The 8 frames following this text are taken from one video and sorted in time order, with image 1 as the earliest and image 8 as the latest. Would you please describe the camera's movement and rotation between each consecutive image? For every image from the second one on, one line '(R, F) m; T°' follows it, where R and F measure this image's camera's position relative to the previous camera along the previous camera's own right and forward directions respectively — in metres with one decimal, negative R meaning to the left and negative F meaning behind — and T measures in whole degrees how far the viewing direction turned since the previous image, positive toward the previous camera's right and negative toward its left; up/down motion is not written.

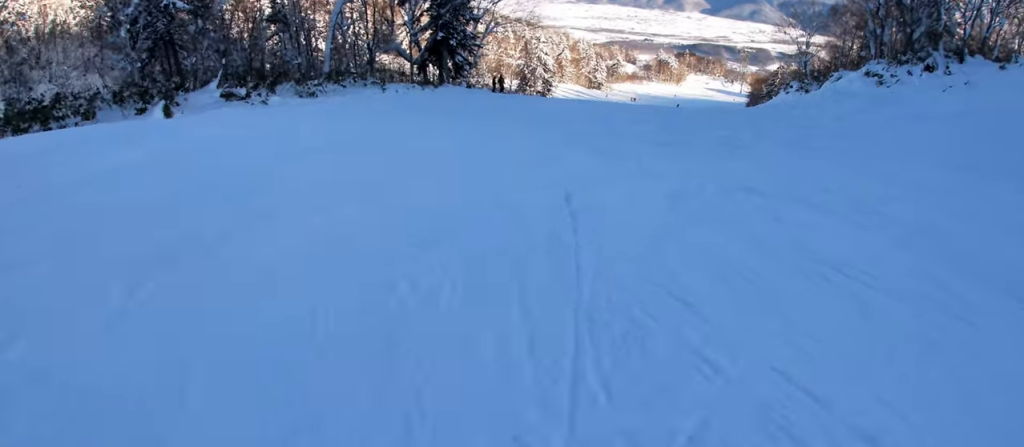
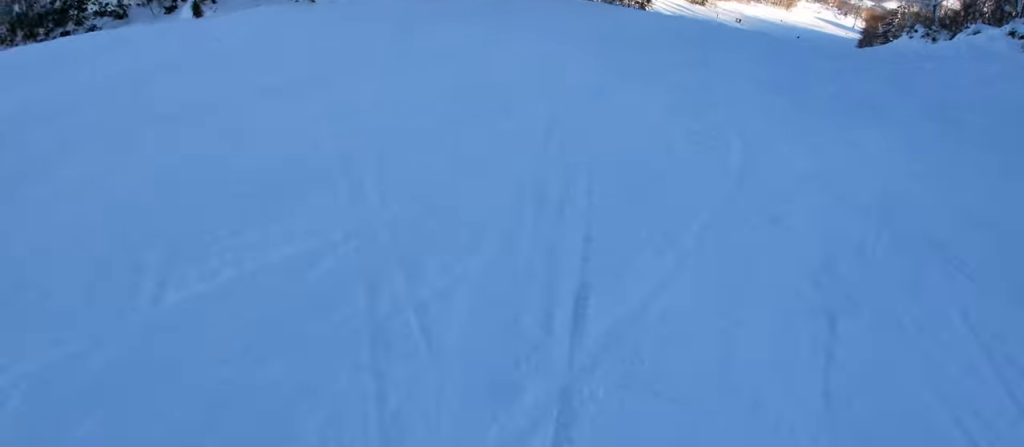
(-0.1, +3.8) m; +6°
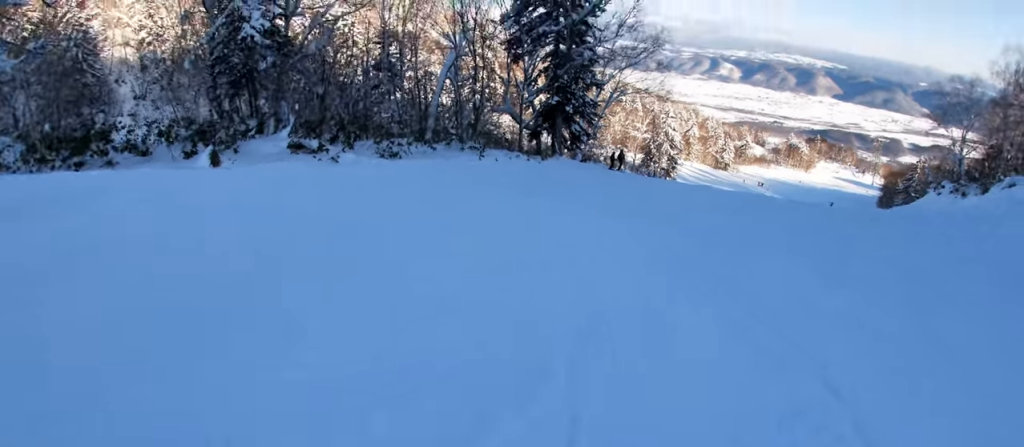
(-0.3, +2.8) m; +6°
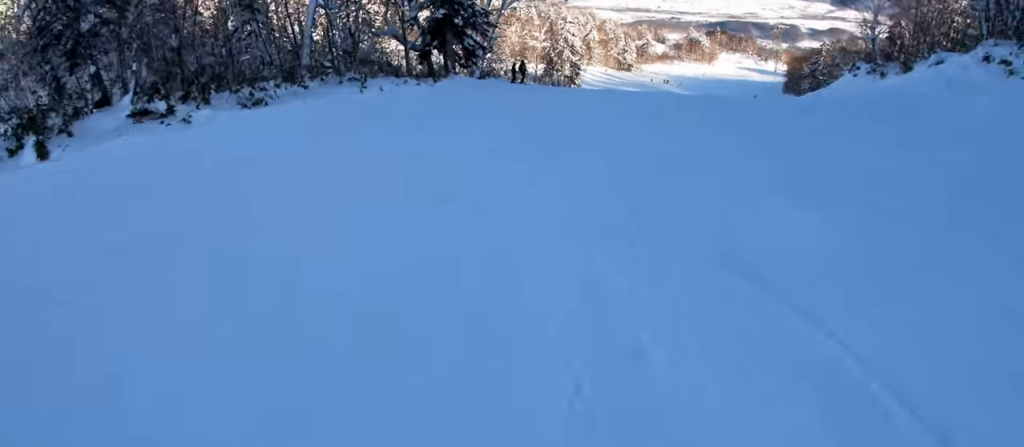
(+0.7, +3.1) m; -1°
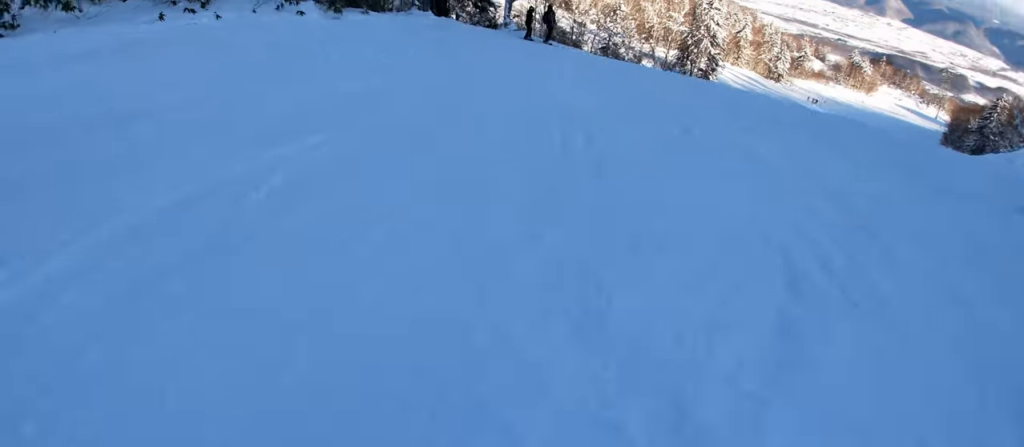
(-2.3, +14.1) m; -11°
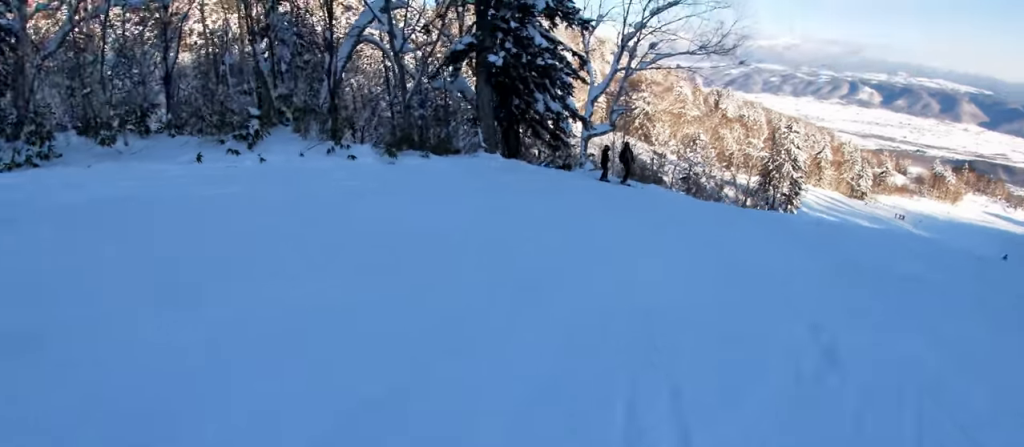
(+0.1, +2.7) m; +6°
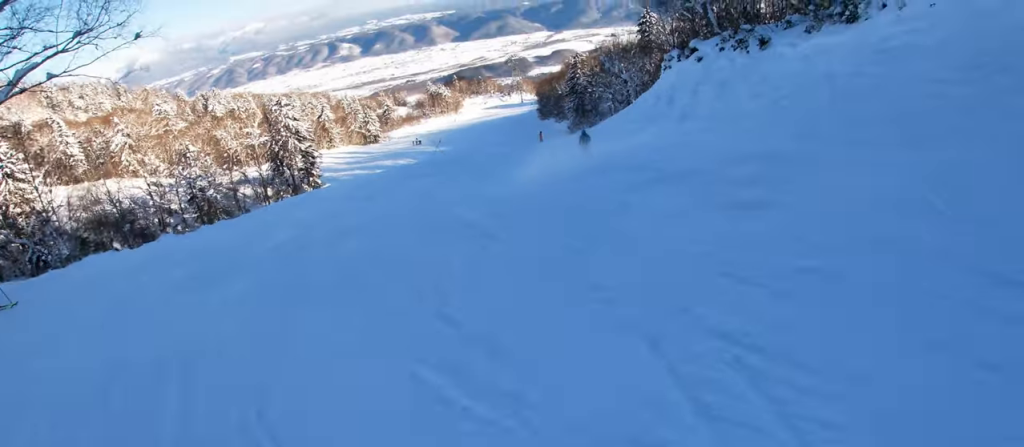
(+2.1, +8.4) m; +25°
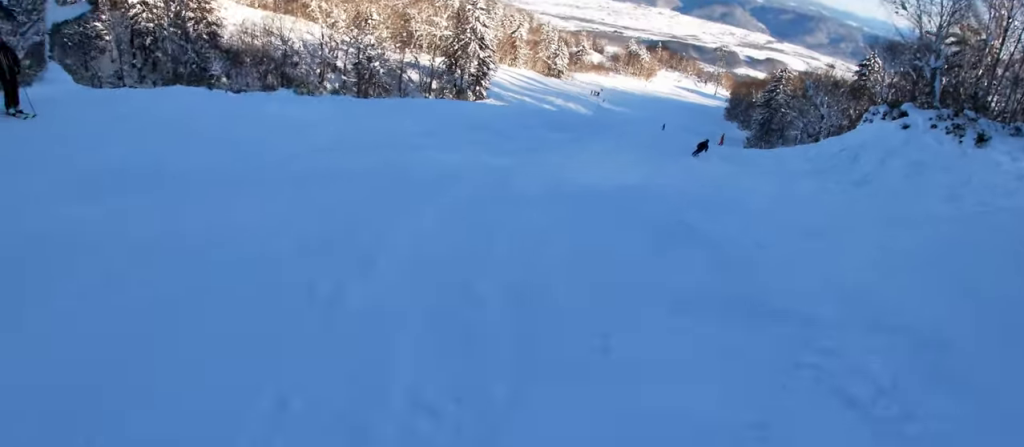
(0.0, +2.1) m; -5°
